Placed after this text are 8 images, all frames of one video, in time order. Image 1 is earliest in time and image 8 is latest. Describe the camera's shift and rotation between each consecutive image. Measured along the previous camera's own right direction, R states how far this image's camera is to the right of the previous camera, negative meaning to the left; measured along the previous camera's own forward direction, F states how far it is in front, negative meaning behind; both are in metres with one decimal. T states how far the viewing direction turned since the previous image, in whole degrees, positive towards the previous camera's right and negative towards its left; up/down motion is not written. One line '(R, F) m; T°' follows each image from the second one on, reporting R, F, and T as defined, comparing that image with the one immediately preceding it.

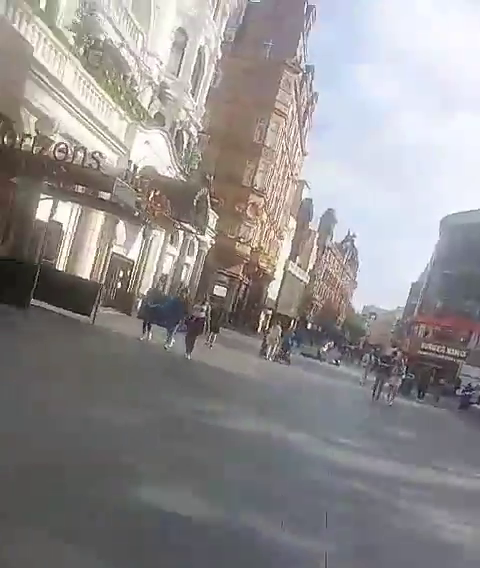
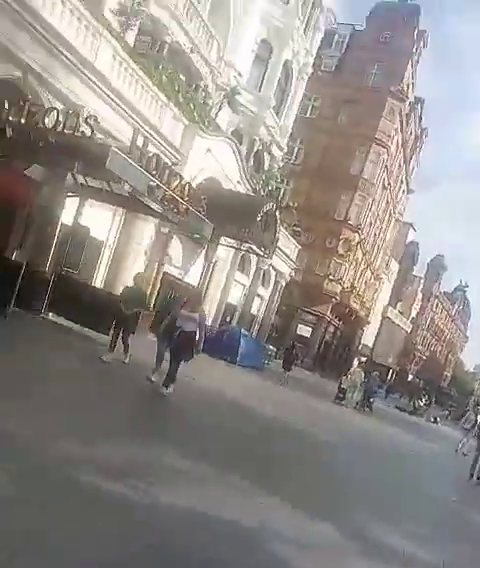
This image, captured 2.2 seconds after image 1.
(-0.1, +2.9) m; -6°
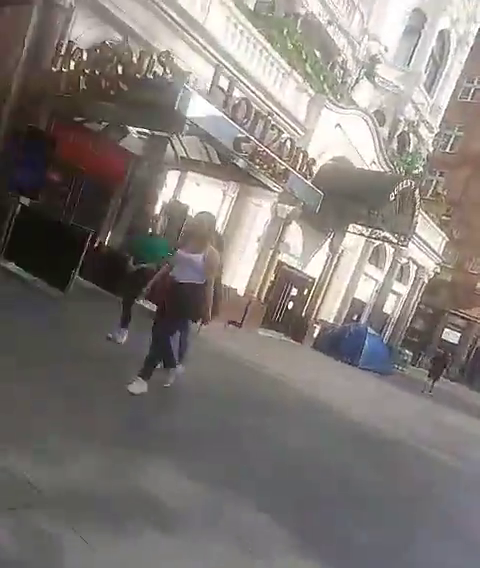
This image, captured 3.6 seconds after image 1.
(-0.1, +1.8) m; -6°
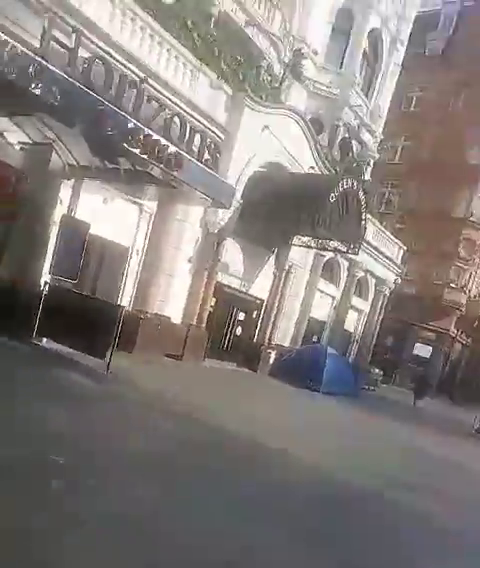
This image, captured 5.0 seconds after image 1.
(-0.1, +1.8) m; -5°
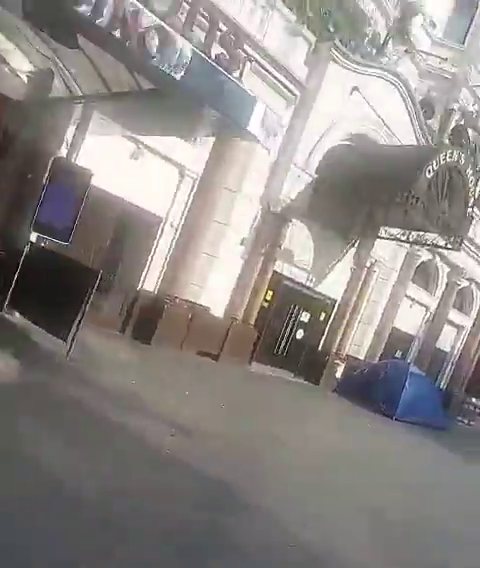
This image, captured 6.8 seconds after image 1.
(-0.1, +2.4) m; +4°
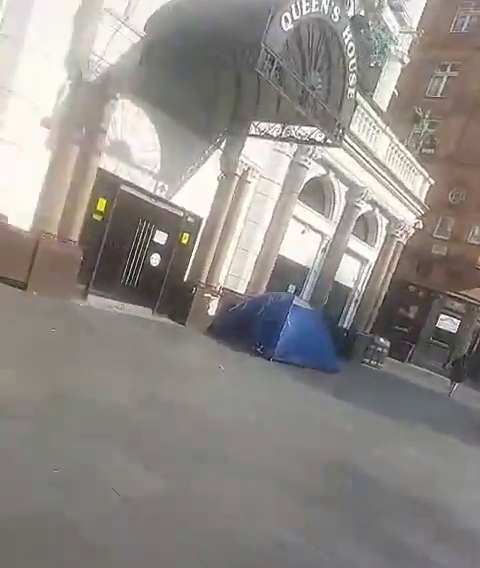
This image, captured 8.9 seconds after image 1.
(+0.3, +2.6) m; +15°
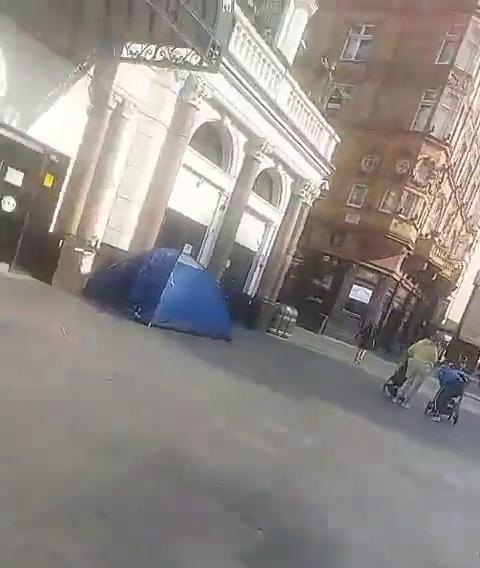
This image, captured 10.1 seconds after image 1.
(+0.1, +1.5) m; +8°
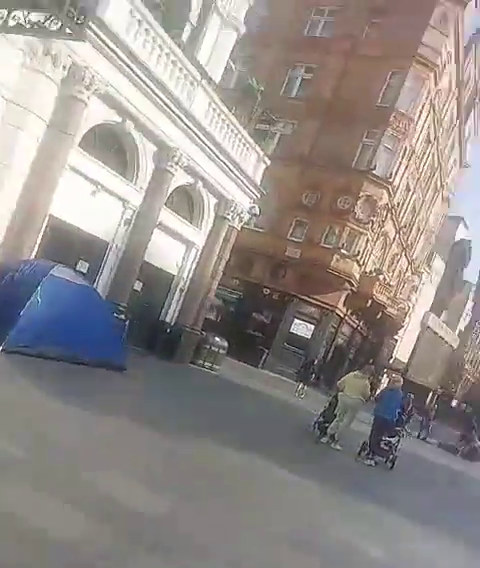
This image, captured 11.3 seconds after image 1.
(+0.1, +1.7) m; +7°
